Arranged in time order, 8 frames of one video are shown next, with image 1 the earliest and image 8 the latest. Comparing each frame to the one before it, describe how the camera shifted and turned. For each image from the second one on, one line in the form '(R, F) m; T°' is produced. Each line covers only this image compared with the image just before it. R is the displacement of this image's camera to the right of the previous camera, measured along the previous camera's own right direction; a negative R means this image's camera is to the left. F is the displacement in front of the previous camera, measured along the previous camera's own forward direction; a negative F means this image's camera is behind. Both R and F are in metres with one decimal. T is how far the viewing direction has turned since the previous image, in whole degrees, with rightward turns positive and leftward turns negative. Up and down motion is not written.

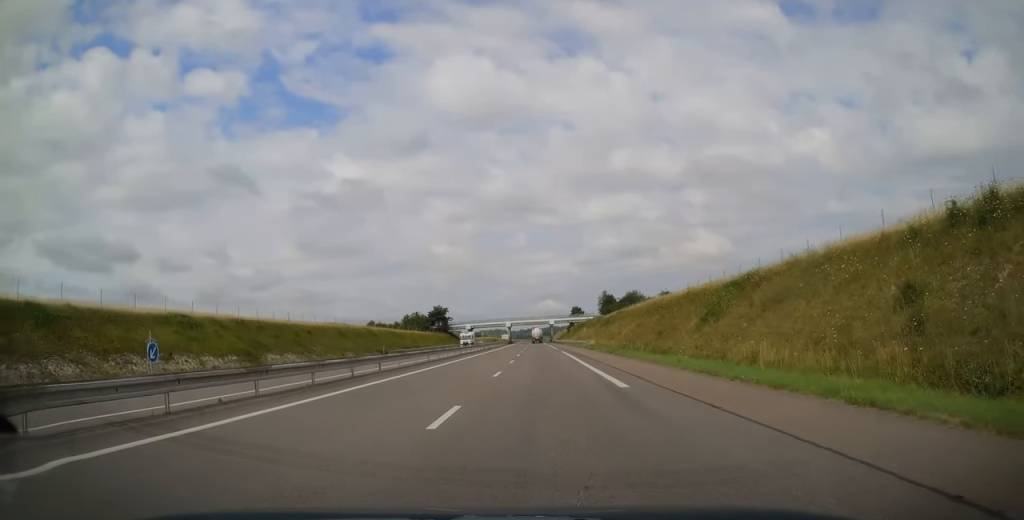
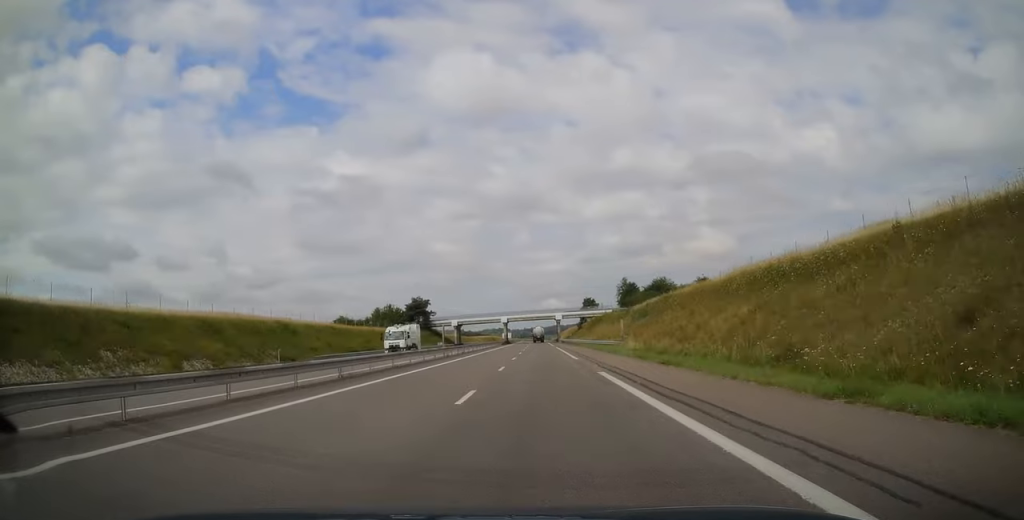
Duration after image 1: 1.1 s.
(+0.2, +33.3) m; 0°
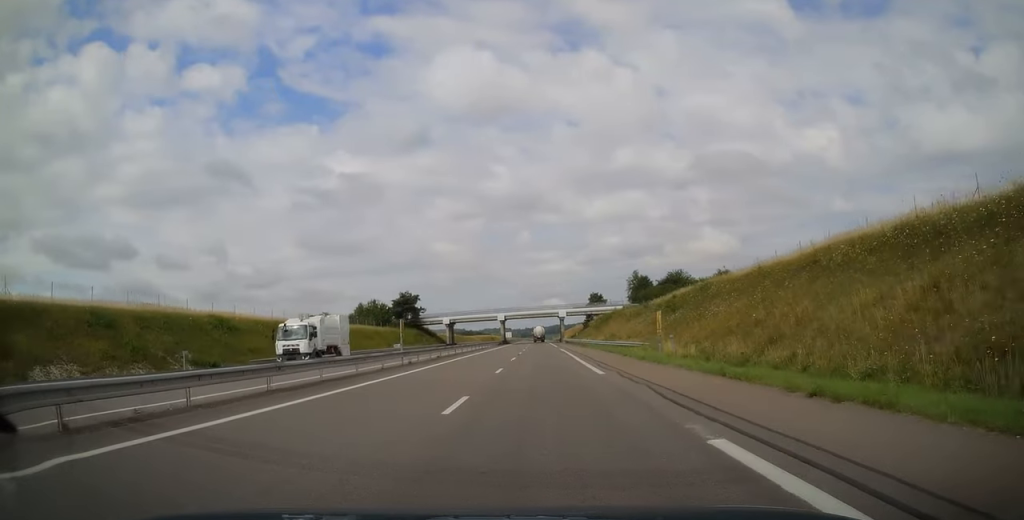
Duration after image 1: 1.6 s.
(-0.1, +13.7) m; 0°
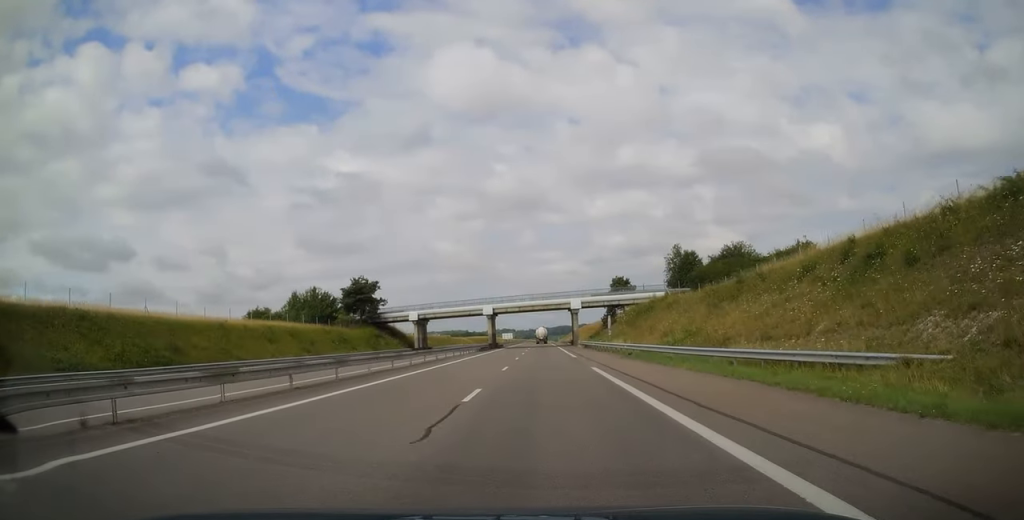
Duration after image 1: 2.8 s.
(-0.4, +34.3) m; -1°
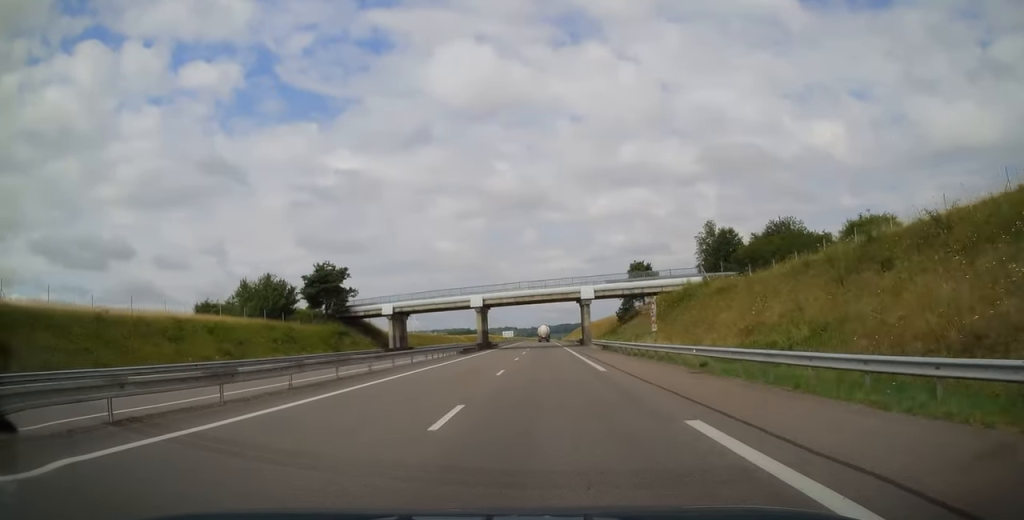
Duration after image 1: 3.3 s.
(0.0, +16.2) m; 0°
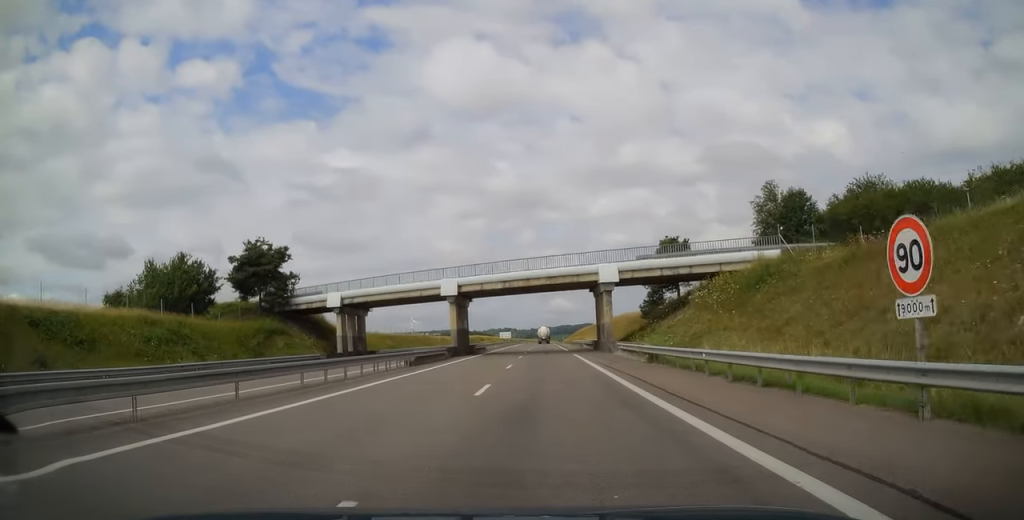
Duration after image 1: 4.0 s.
(-0.1, +19.0) m; +1°
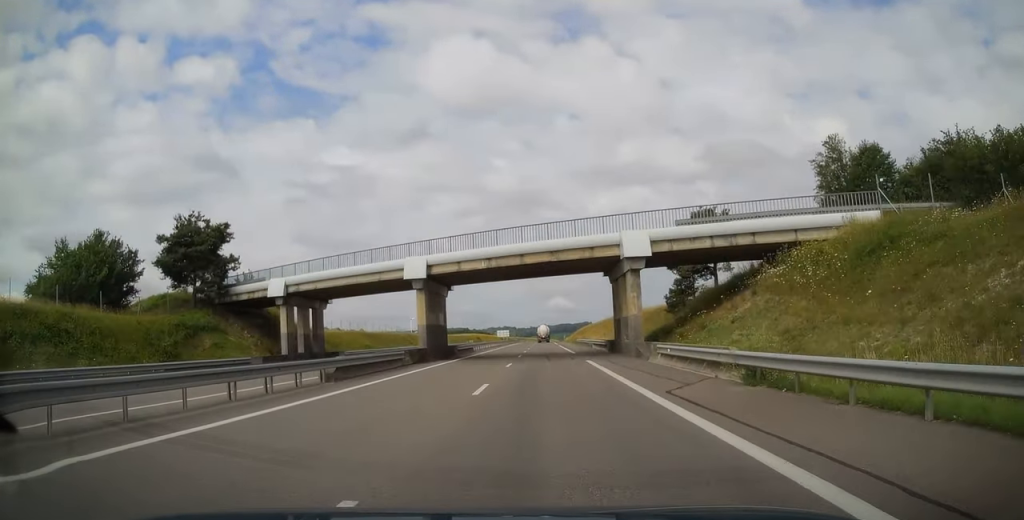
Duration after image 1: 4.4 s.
(-0.1, +12.2) m; 0°
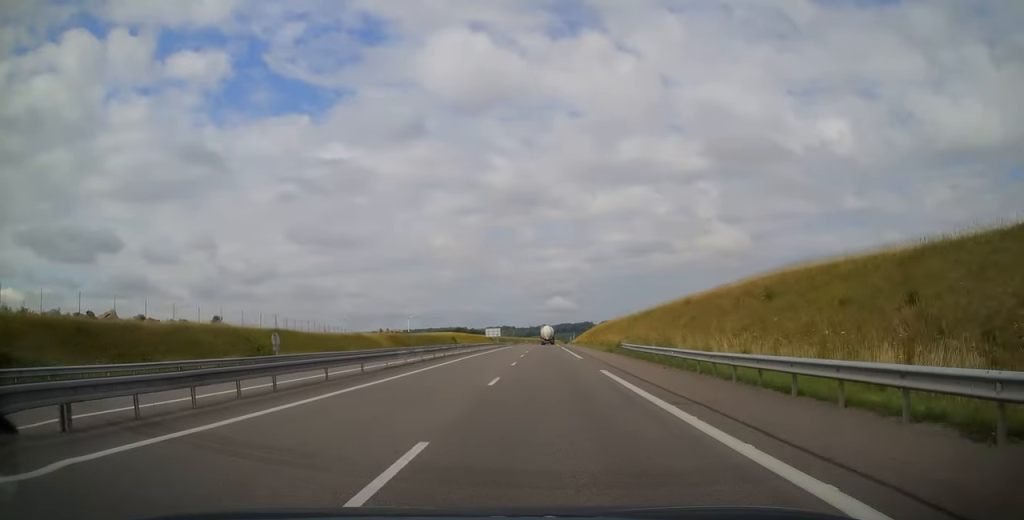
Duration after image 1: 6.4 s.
(0.0, +57.7) m; -1°
